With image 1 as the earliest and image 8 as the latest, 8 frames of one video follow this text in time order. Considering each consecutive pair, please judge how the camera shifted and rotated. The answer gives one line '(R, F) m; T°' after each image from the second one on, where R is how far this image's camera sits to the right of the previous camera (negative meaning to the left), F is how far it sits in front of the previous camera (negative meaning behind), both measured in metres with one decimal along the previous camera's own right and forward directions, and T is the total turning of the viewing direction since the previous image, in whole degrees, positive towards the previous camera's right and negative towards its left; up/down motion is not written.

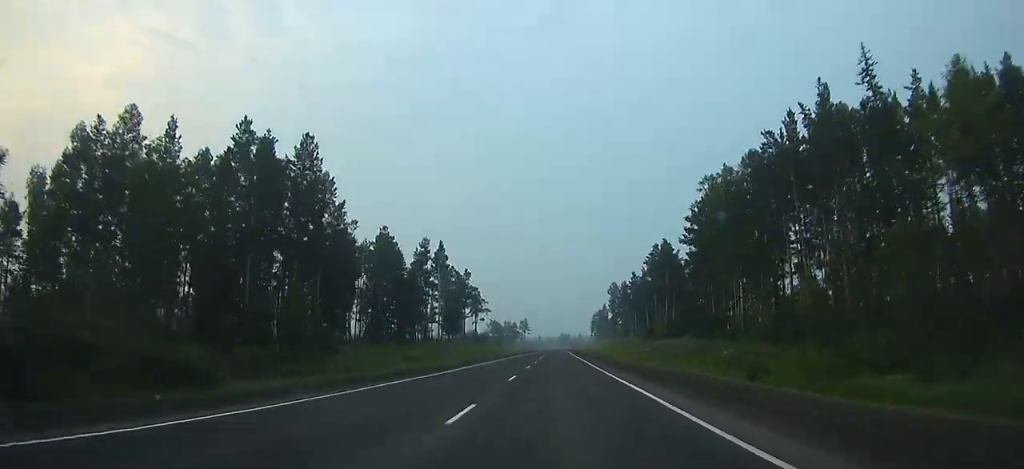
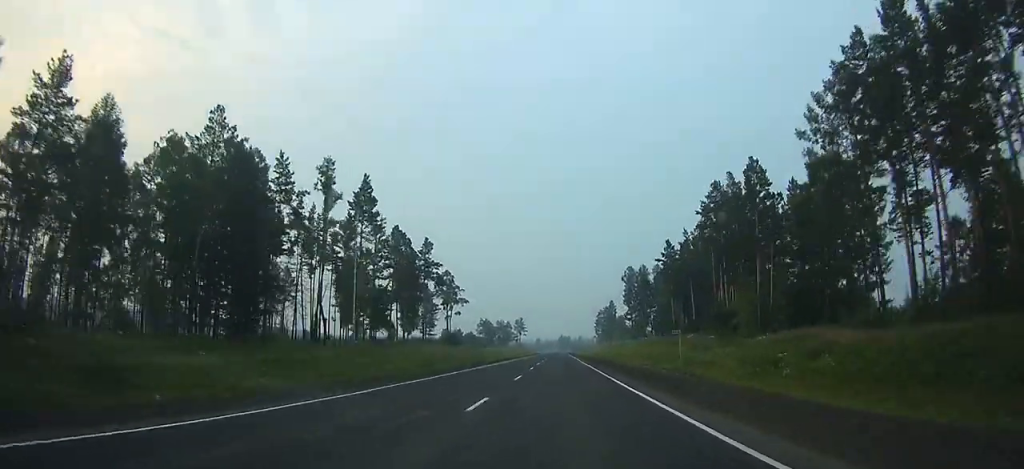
(-0.1, +56.1) m; 0°
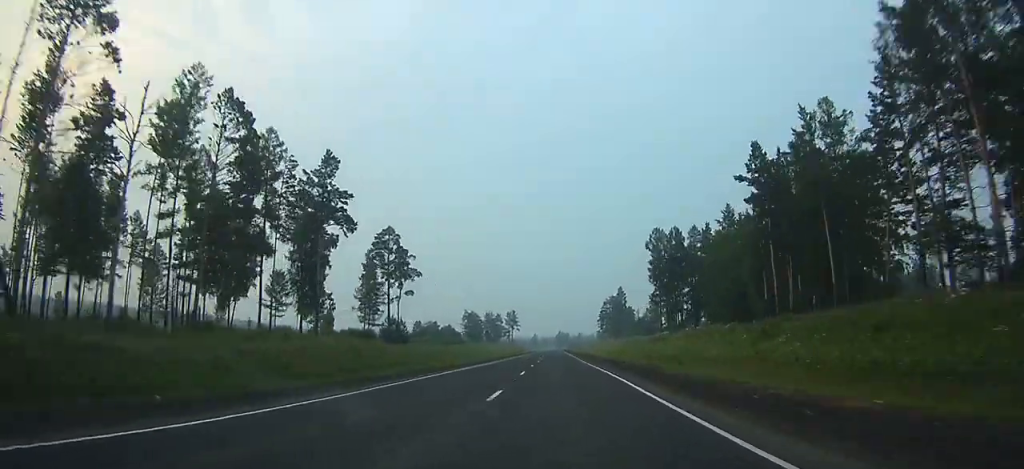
(+0.2, +58.5) m; 0°
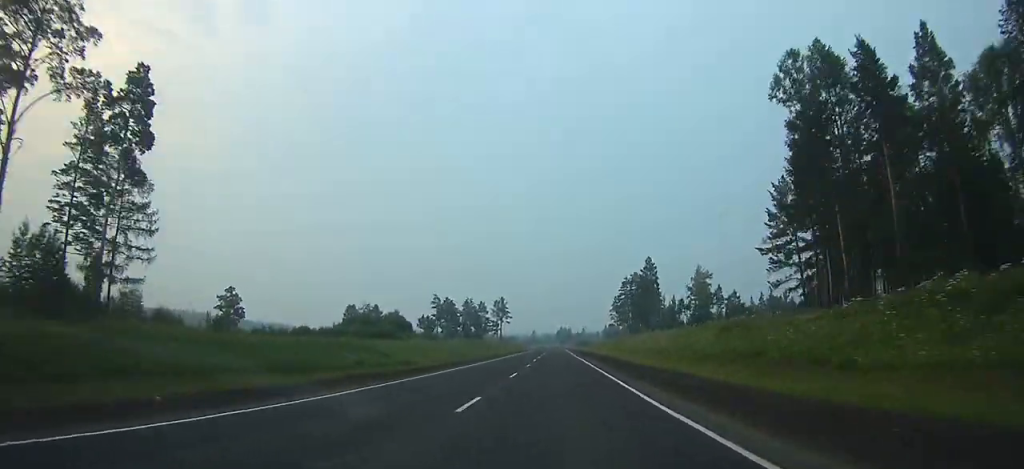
(+0.1, +89.0) m; 0°
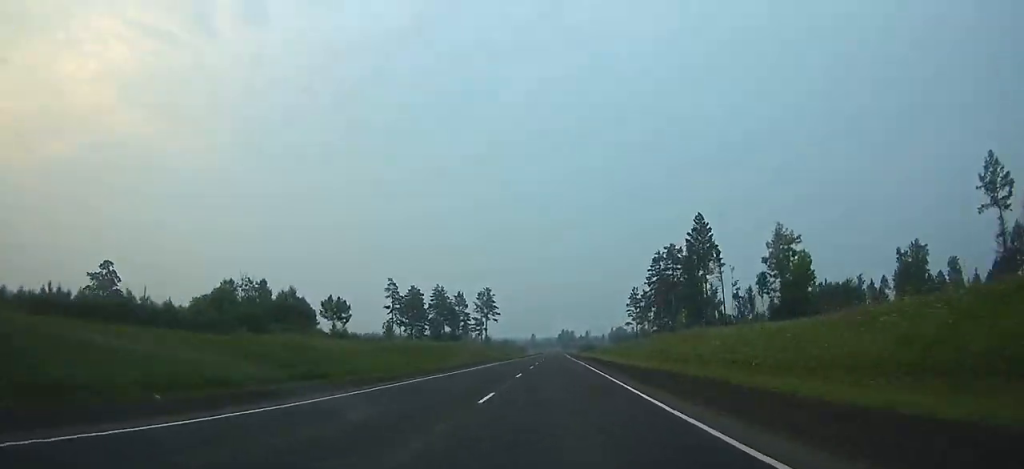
(0.0, +72.4) m; 0°
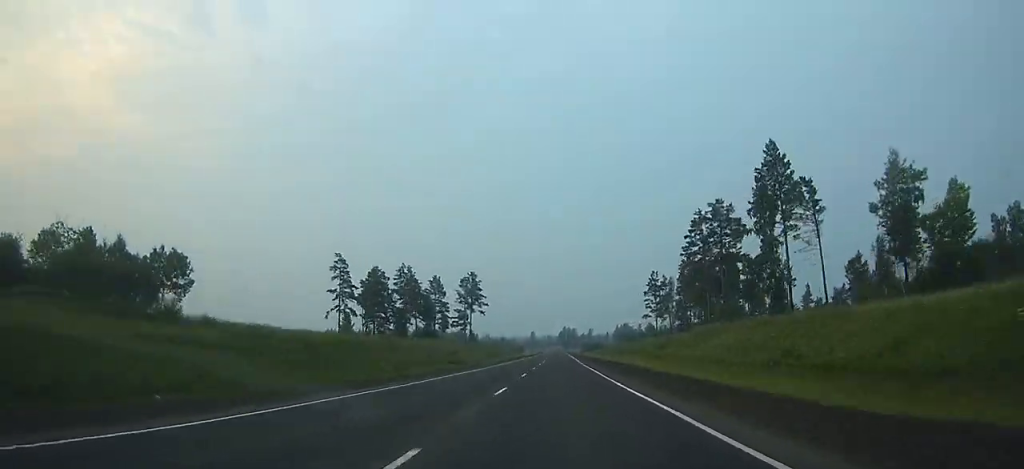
(0.0, +44.7) m; 0°
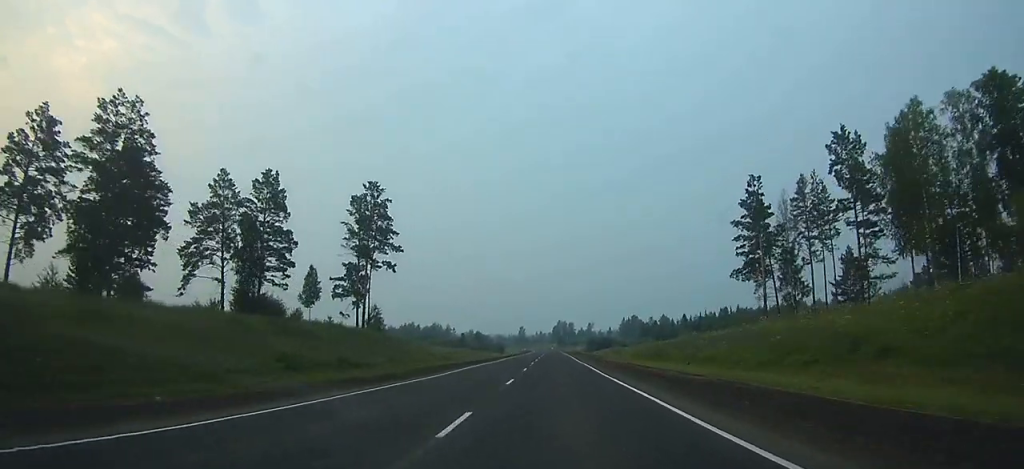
(0.0, +102.2) m; 0°
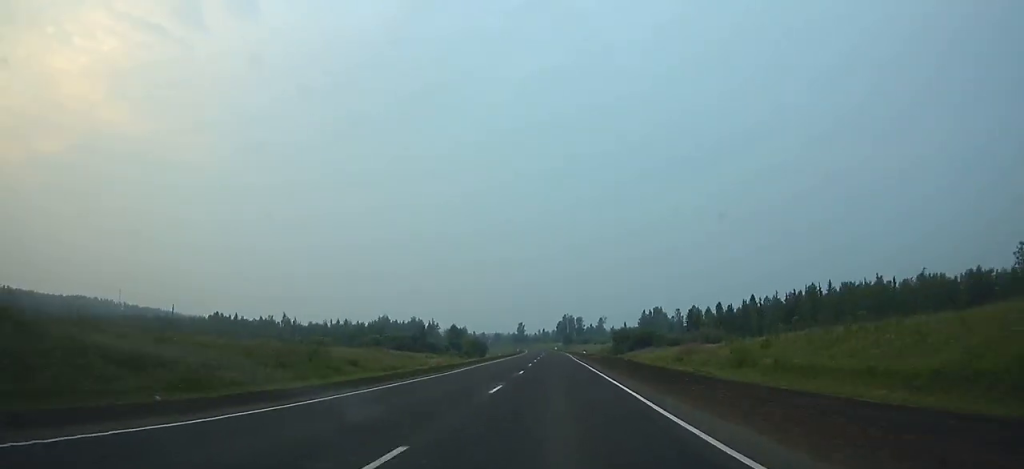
(-0.1, +84.4) m; 0°
